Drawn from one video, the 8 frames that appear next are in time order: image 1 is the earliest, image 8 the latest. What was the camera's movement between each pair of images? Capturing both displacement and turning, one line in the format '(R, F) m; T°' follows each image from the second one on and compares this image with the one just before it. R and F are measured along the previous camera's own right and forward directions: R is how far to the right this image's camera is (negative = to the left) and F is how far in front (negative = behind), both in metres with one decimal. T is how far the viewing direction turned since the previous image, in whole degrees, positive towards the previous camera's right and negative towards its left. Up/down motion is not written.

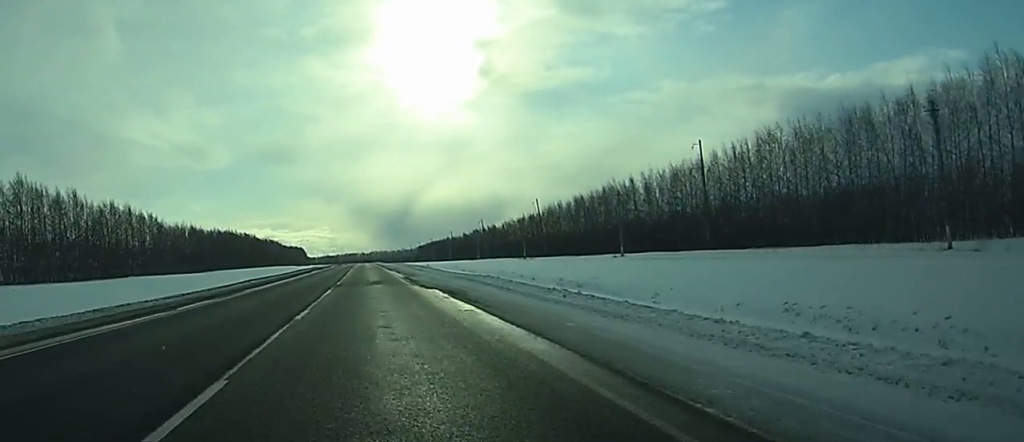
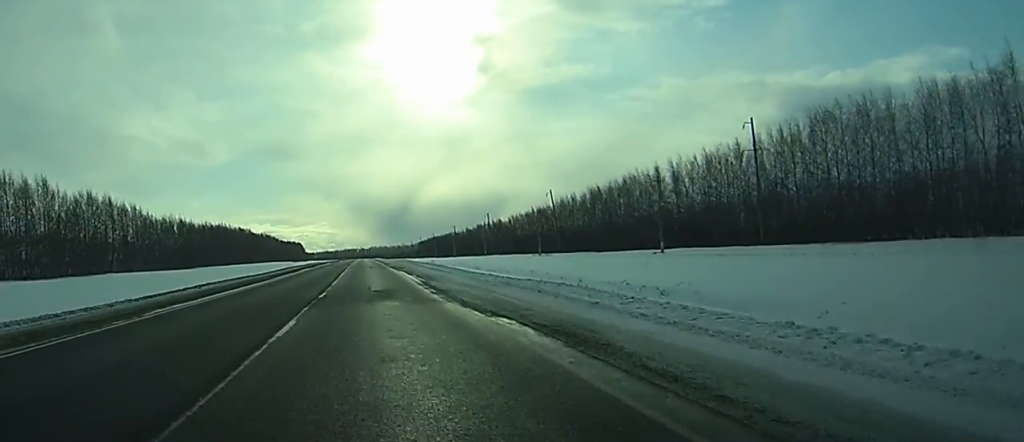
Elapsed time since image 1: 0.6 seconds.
(0.0, +16.0) m; 0°
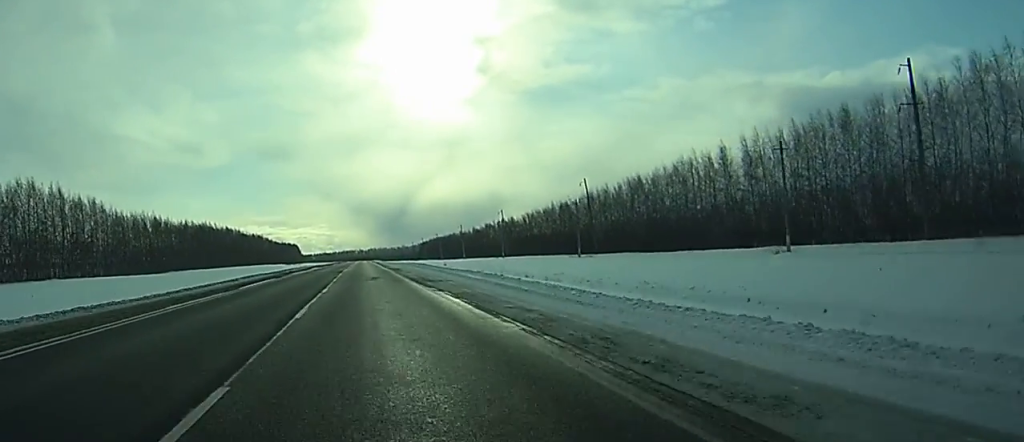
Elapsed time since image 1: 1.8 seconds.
(0.0, +31.4) m; 0°
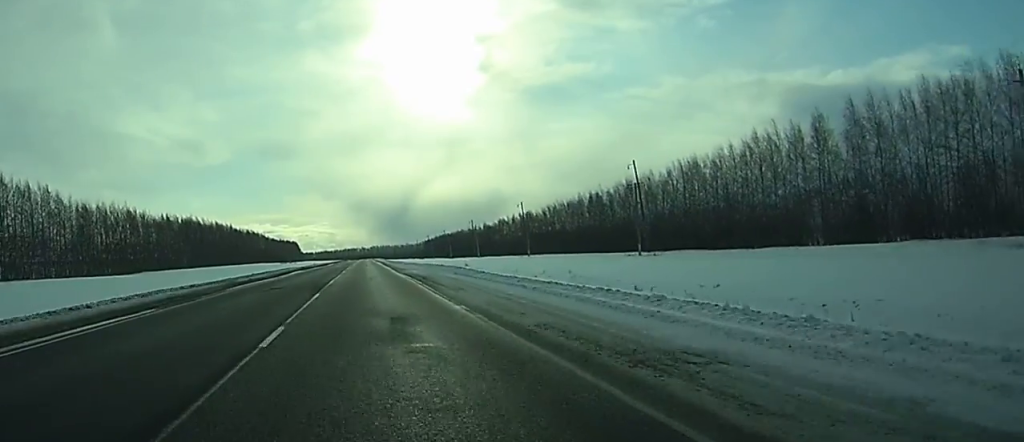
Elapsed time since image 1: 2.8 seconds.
(-0.1, +28.9) m; 0°
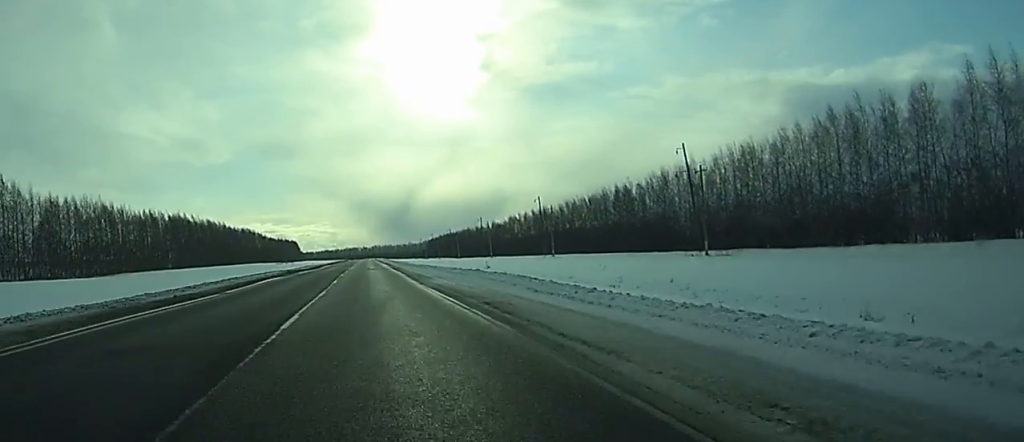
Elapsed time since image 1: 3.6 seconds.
(0.0, +20.9) m; 0°
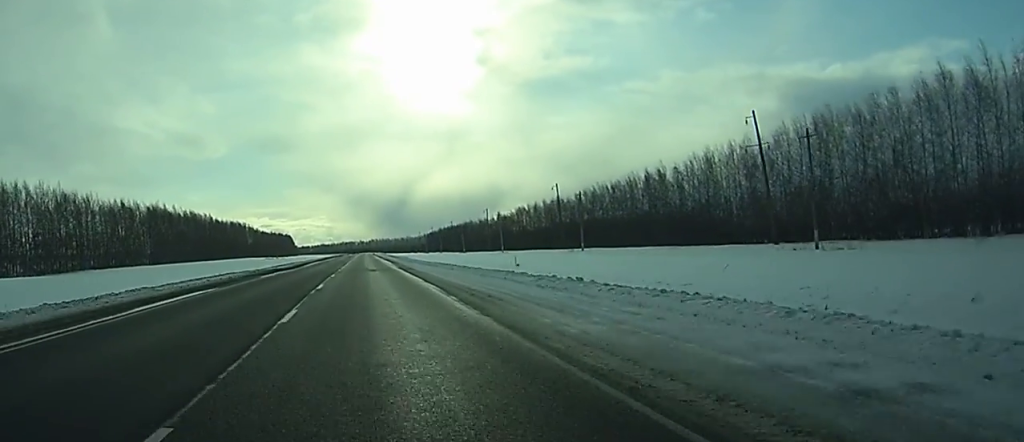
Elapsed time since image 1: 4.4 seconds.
(0.0, +22.9) m; 0°
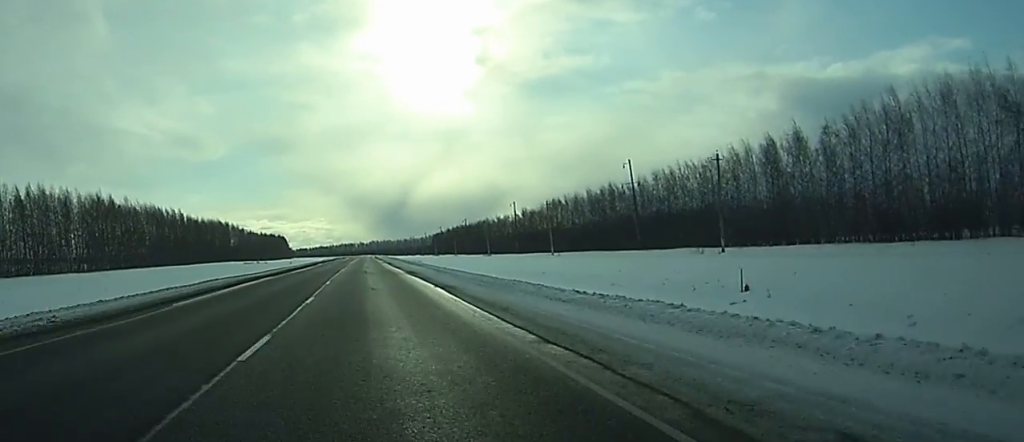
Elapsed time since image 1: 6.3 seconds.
(-0.2, +53.0) m; -1°
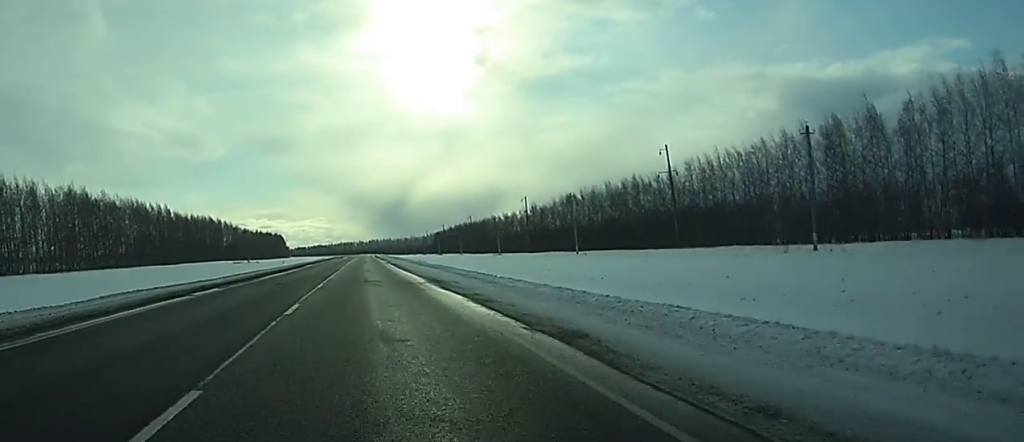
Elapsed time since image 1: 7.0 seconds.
(-0.2, +17.9) m; 0°
